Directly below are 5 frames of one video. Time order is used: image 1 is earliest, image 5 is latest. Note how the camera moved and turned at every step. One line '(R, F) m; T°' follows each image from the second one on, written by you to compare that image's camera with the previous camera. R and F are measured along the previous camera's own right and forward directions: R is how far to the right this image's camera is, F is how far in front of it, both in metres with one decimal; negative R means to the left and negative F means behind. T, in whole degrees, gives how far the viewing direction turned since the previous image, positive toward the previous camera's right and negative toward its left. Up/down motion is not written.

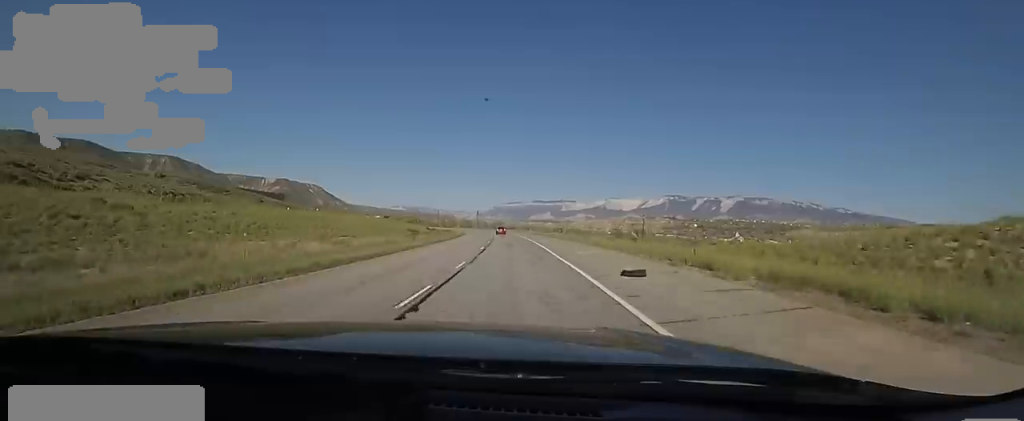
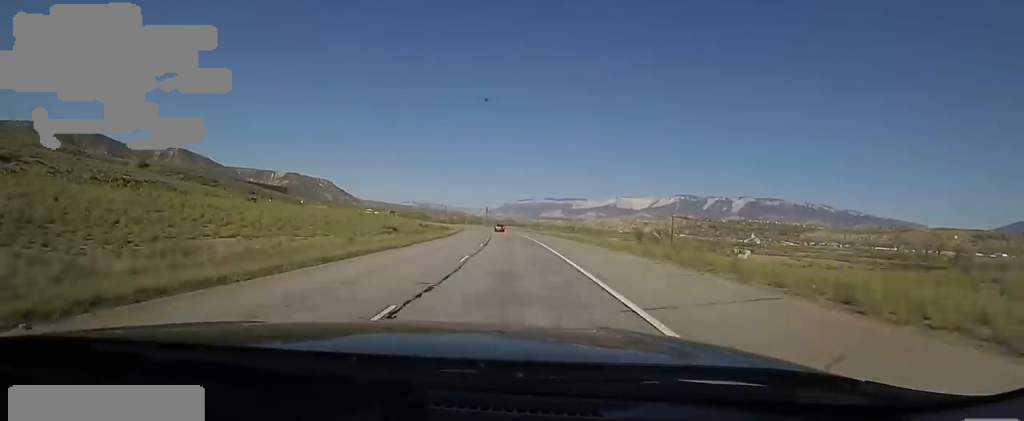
(-1.0, +24.5) m; -2°
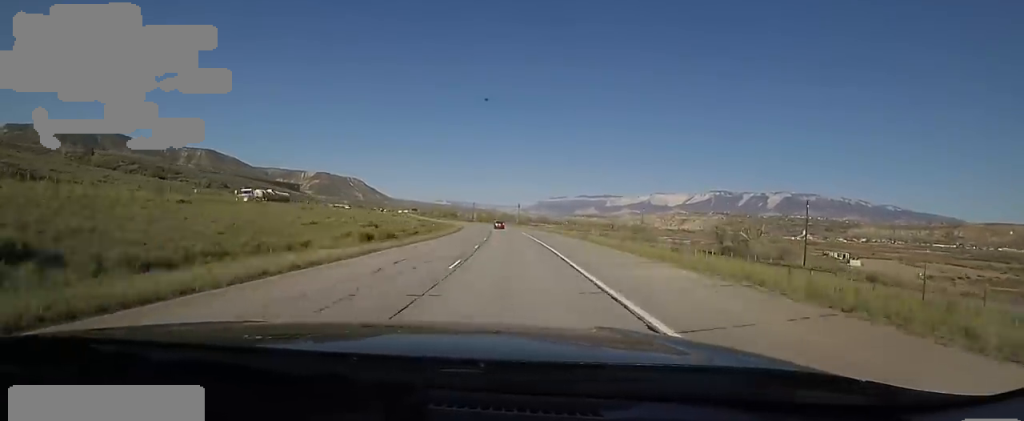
(-0.5, +63.2) m; -3°
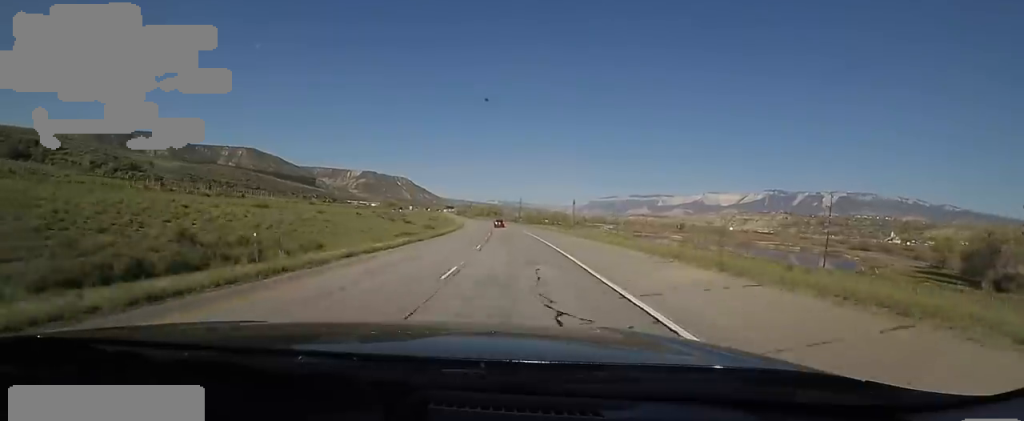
(-9.7, +97.4) m; -8°
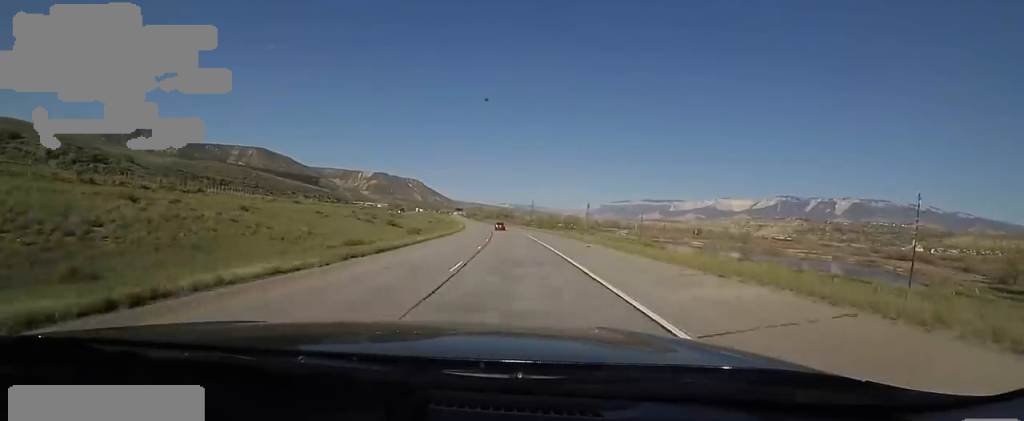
(-0.1, +22.5) m; 0°
